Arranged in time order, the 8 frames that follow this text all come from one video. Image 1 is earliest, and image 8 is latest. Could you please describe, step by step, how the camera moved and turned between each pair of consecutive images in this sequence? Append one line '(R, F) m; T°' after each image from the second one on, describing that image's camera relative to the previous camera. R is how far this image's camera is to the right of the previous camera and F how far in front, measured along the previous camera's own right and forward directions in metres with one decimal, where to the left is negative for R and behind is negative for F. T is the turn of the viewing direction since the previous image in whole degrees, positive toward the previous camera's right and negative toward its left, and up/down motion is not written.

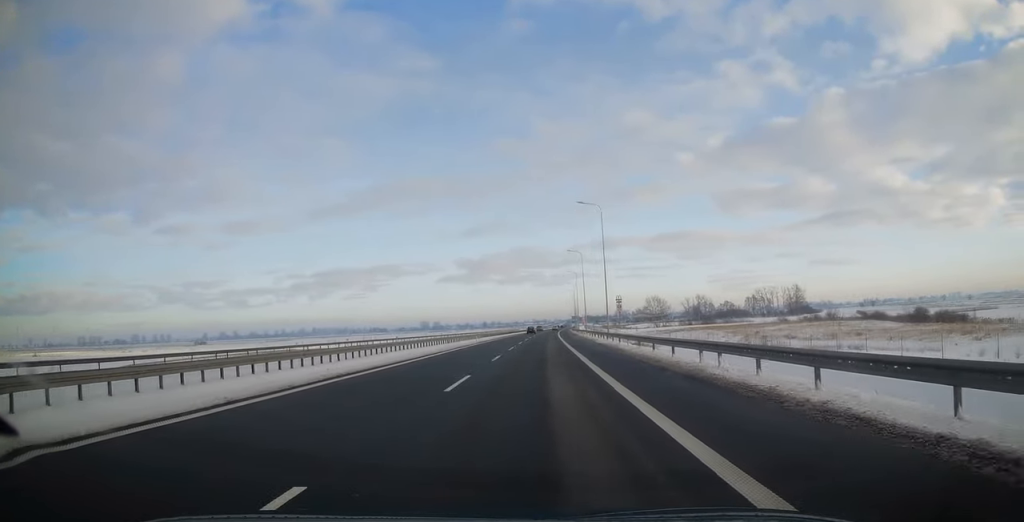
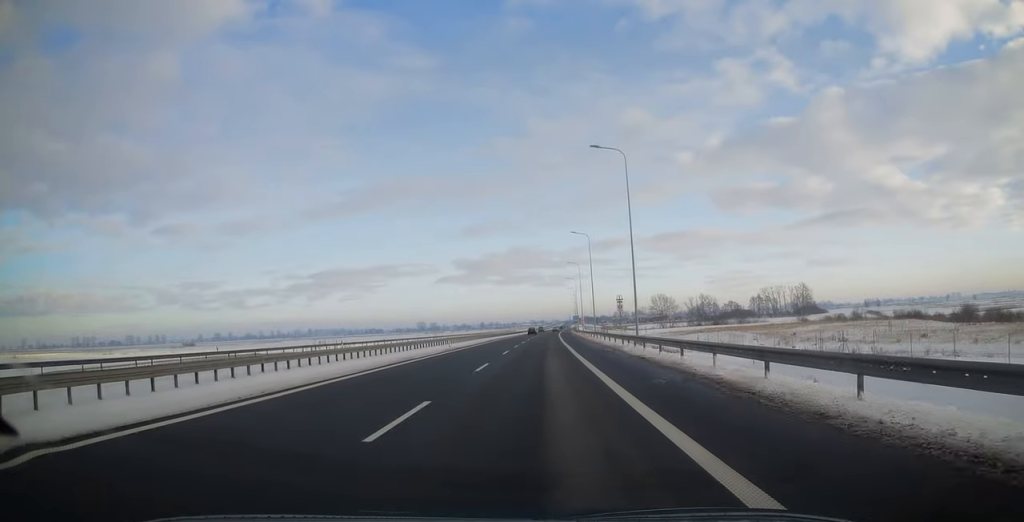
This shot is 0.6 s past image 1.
(+0.1, +17.6) m; 0°
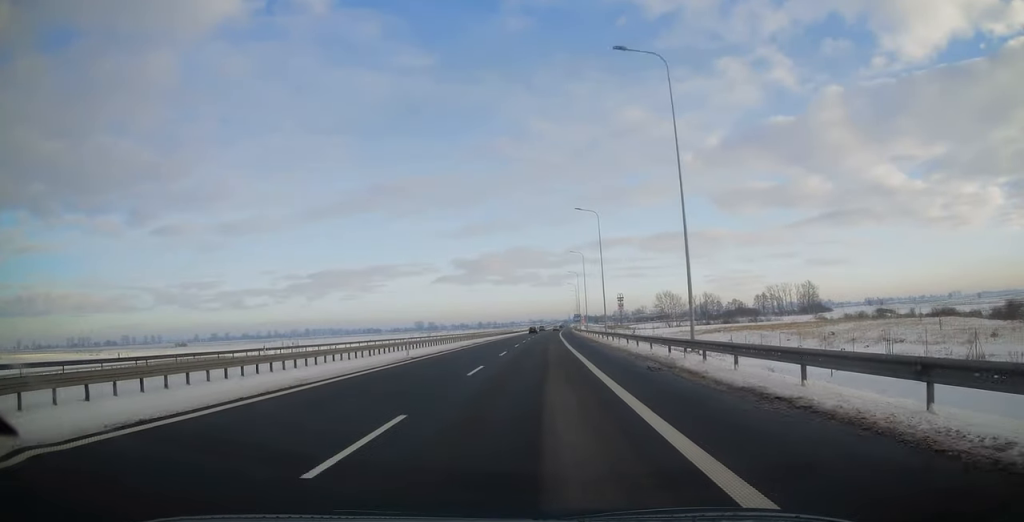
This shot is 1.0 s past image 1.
(0.0, +13.9) m; 0°
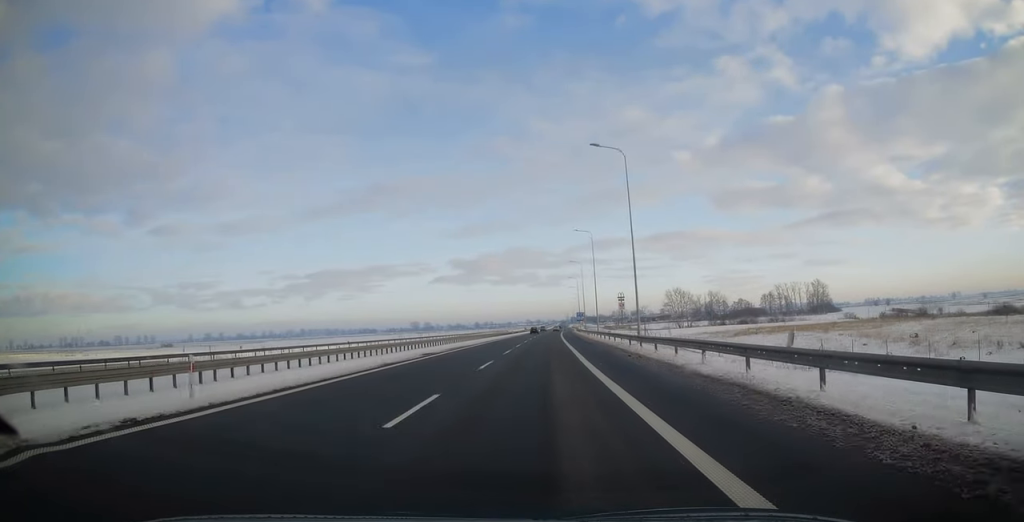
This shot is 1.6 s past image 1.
(0.0, +20.8) m; 0°
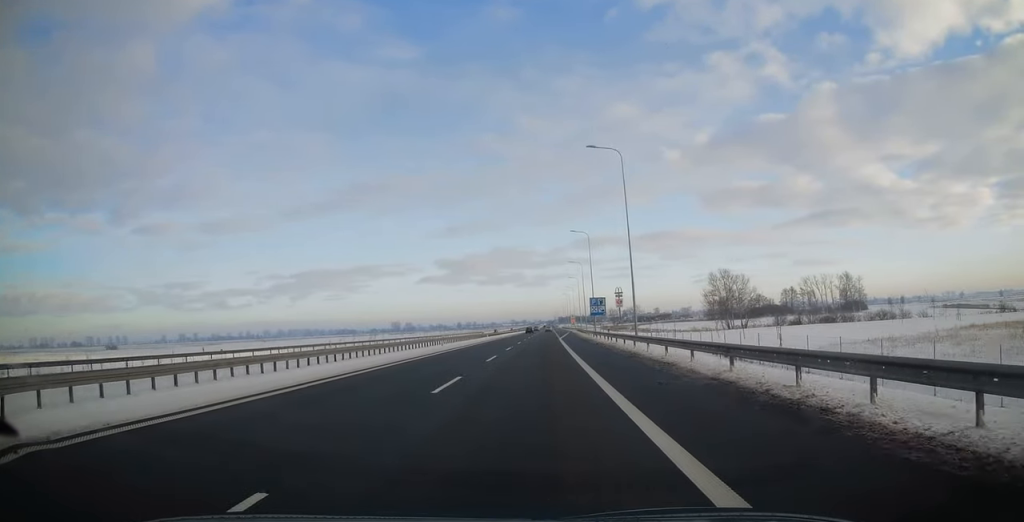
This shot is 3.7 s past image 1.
(+0.6, +66.9) m; +1°
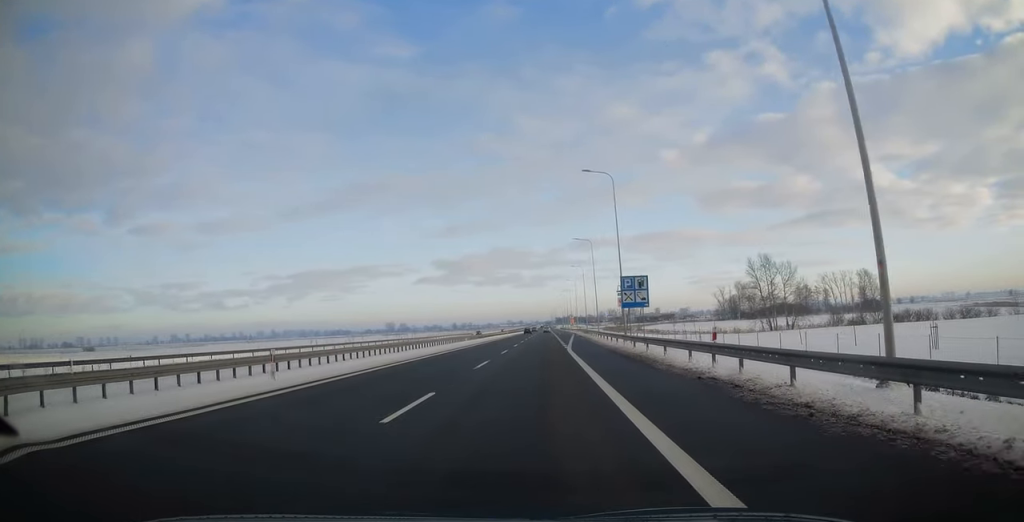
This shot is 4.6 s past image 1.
(+0.2, +27.6) m; 0°
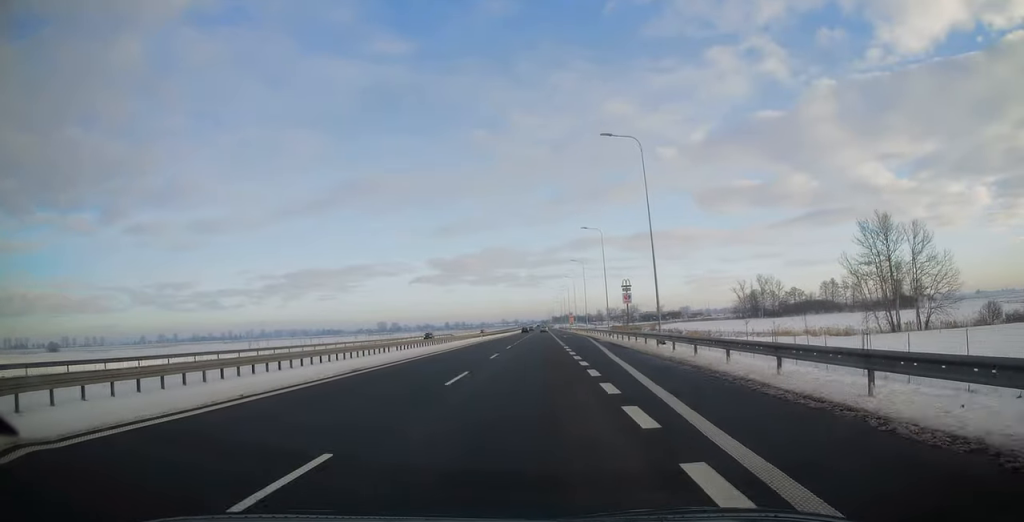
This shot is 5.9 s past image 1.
(-0.1, +41.7) m; 0°
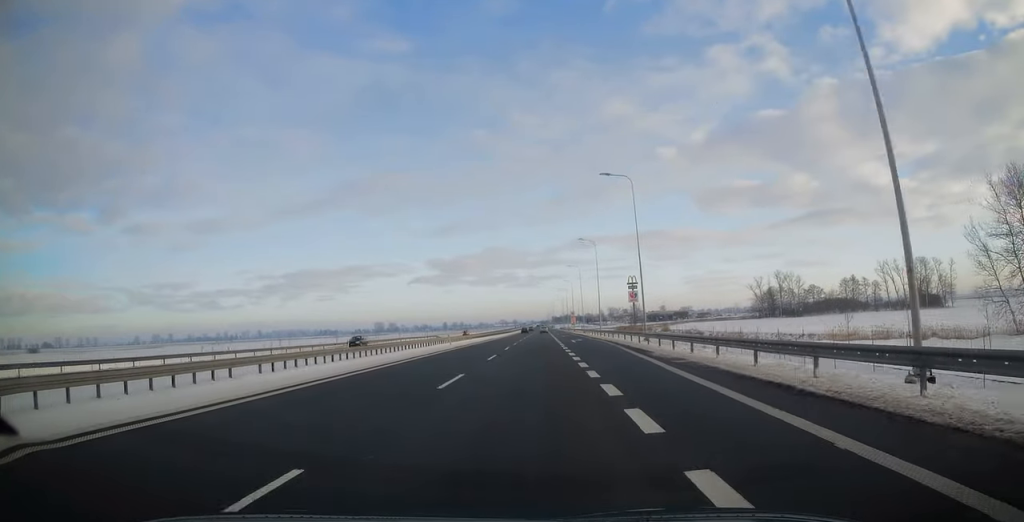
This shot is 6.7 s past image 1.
(+0.1, +24.2) m; 0°
